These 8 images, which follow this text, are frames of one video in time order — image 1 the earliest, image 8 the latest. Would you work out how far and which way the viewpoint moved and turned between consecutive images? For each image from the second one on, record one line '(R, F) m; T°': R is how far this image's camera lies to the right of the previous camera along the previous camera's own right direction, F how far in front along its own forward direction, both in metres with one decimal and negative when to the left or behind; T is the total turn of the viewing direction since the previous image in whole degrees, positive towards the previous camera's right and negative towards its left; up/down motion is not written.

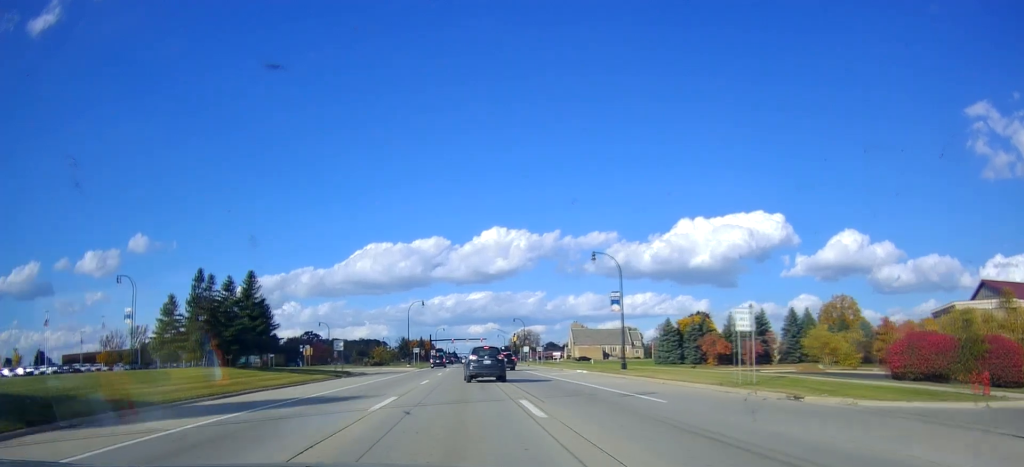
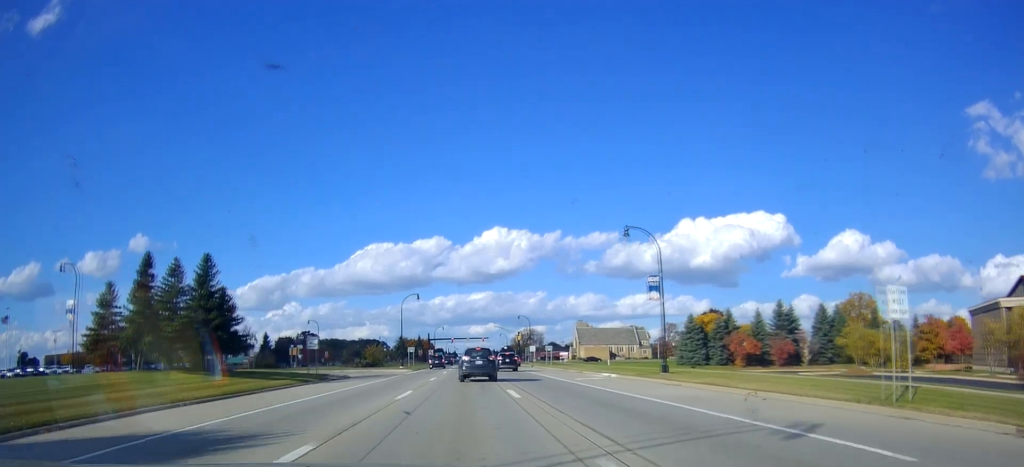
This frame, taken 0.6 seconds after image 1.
(-0.1, +9.7) m; 0°
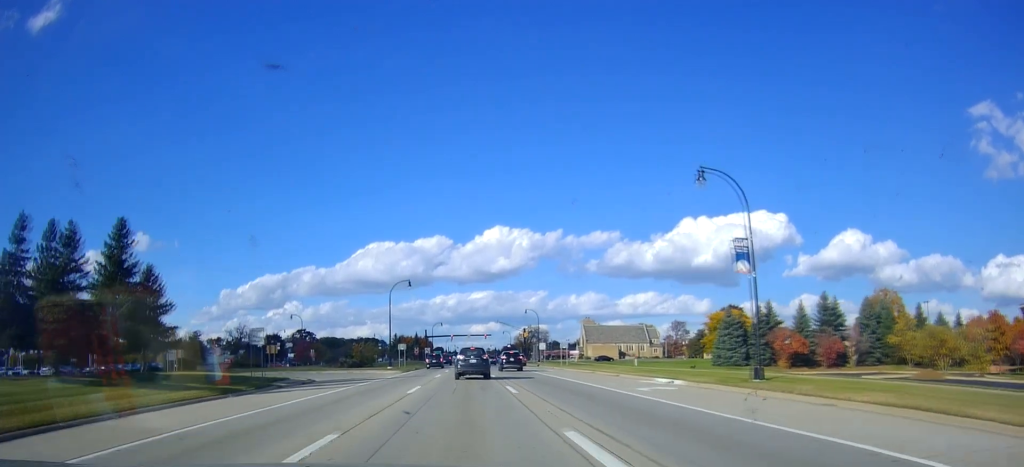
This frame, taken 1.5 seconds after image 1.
(+0.3, +12.5) m; +1°
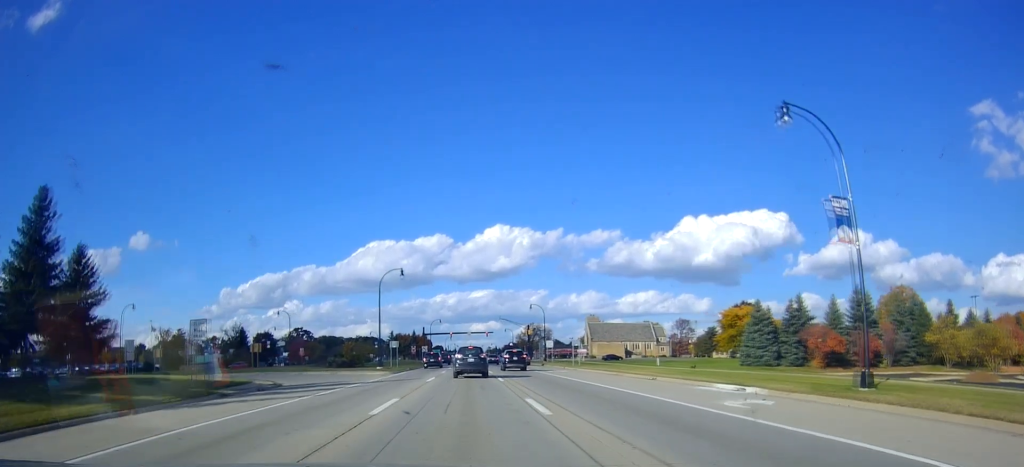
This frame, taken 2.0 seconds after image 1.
(0.0, +7.8) m; -2°
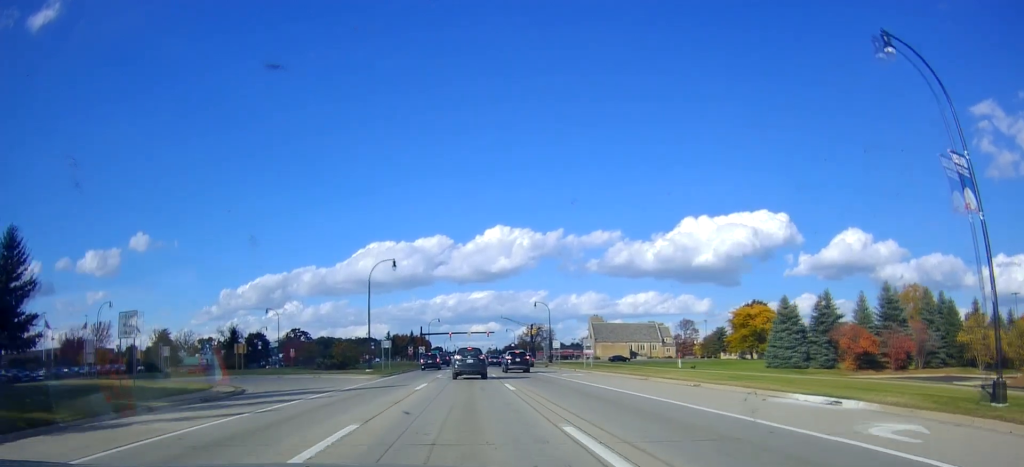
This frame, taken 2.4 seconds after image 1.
(+0.2, +6.3) m; -1°
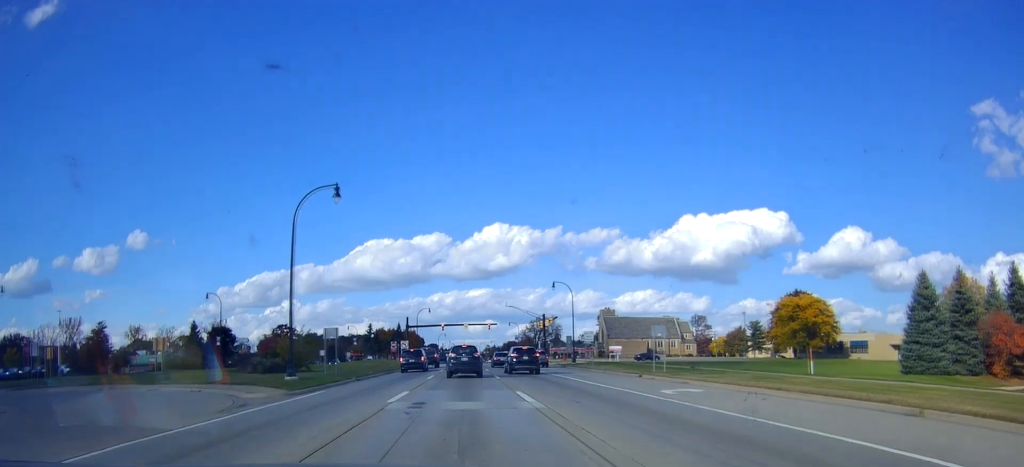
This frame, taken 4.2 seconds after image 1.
(-0.3, +23.3) m; +2°
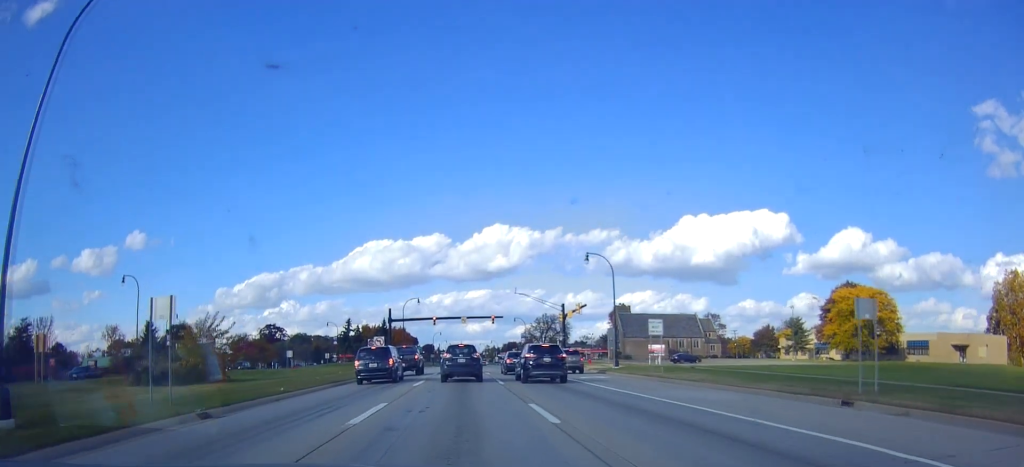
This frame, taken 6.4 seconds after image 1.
(+0.3, +22.3) m; +1°
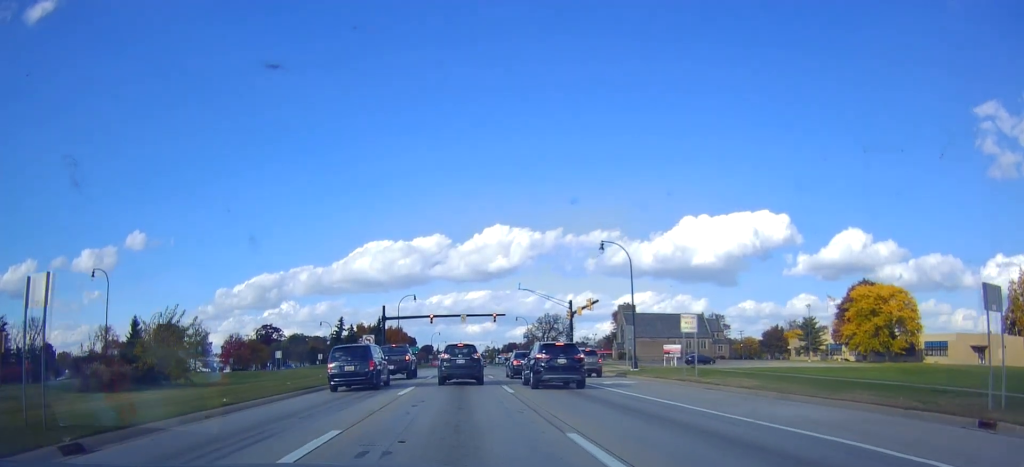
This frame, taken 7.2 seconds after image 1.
(0.0, +6.0) m; 0°
